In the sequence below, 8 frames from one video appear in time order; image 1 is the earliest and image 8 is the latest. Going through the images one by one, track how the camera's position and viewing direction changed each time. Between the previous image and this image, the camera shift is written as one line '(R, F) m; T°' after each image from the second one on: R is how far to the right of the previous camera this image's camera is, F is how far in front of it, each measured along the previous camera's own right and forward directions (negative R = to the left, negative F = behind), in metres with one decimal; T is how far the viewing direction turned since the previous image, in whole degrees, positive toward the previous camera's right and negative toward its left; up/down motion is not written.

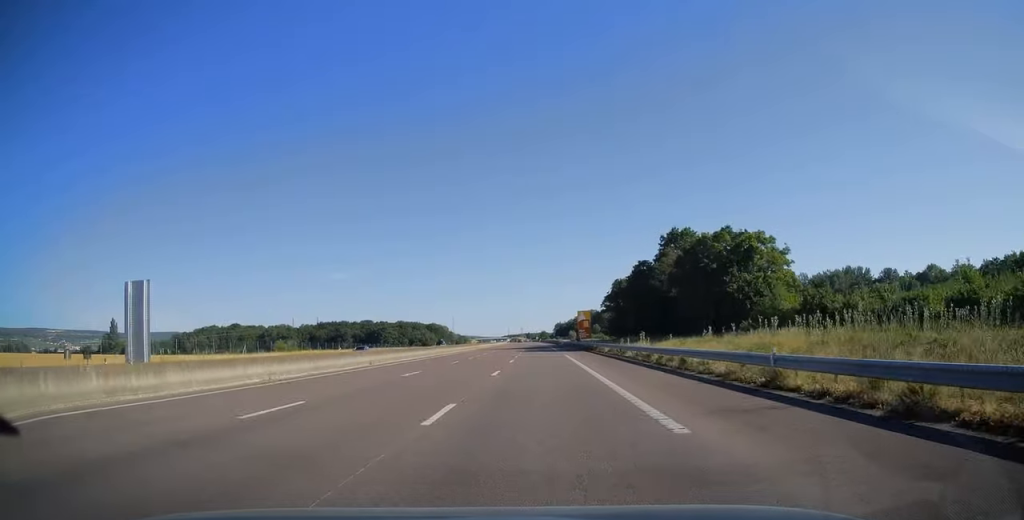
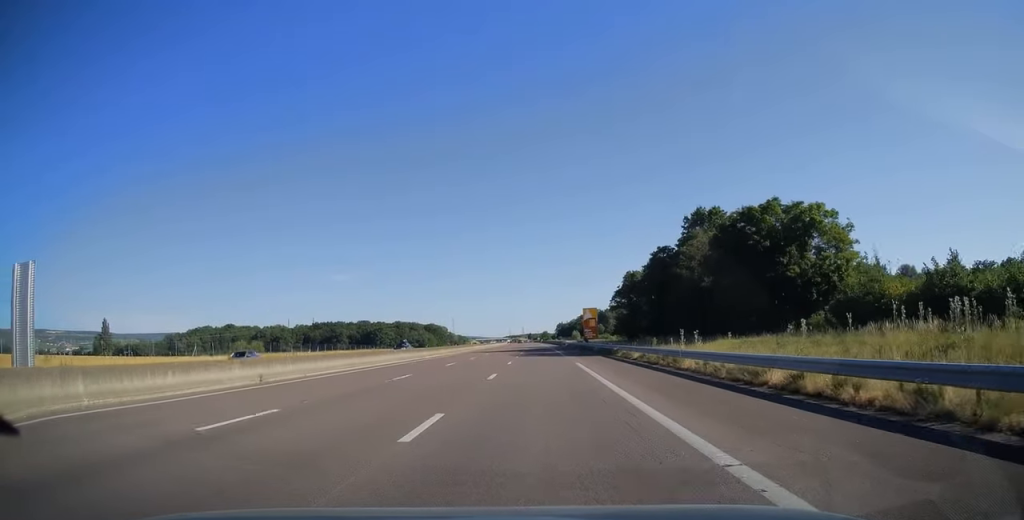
(0.0, +14.4) m; 0°
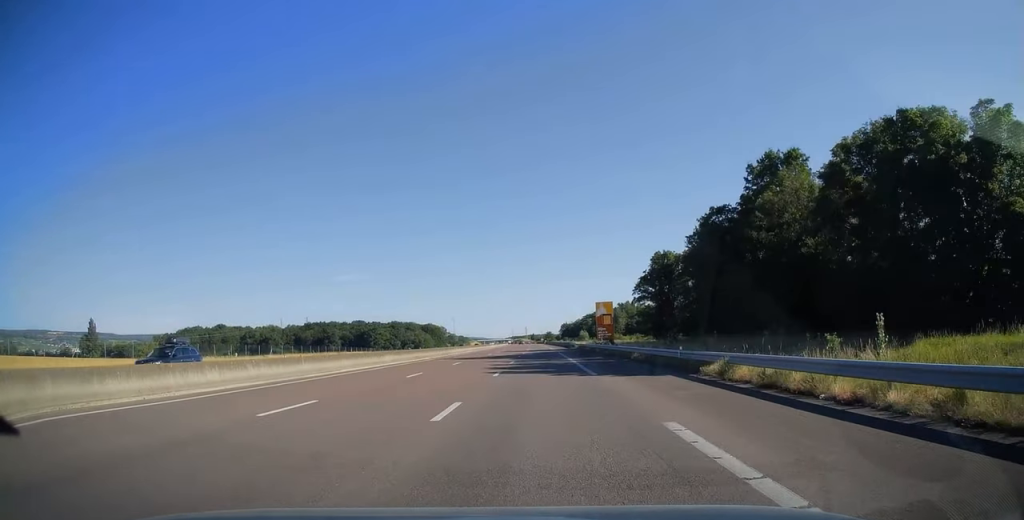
(0.0, +23.7) m; 0°
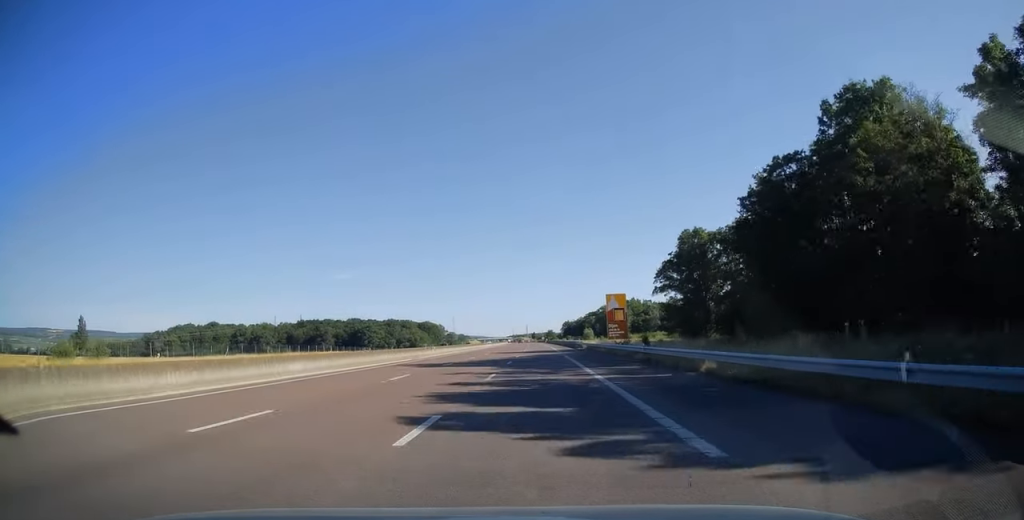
(0.0, +15.4) m; 0°
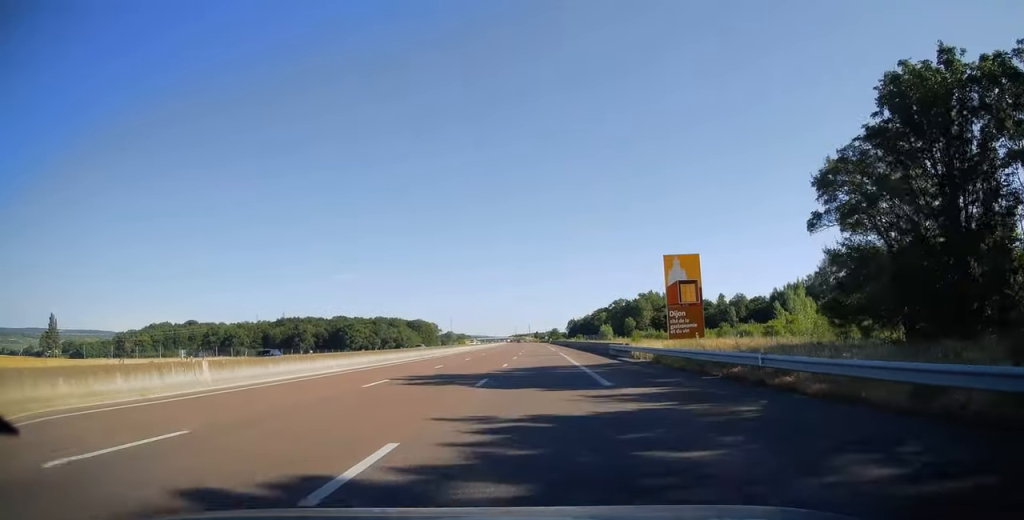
(-0.1, +41.7) m; 0°
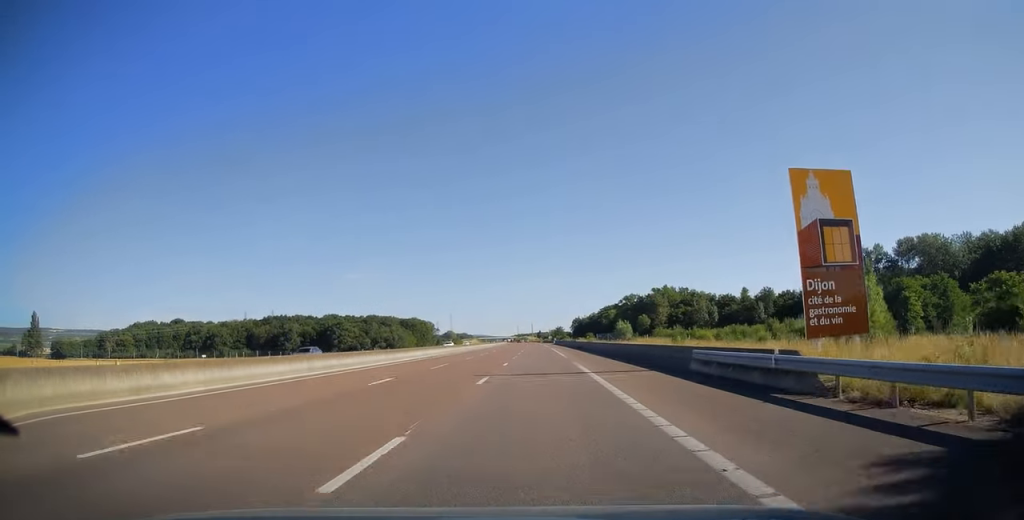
(-0.1, +25.2) m; 0°
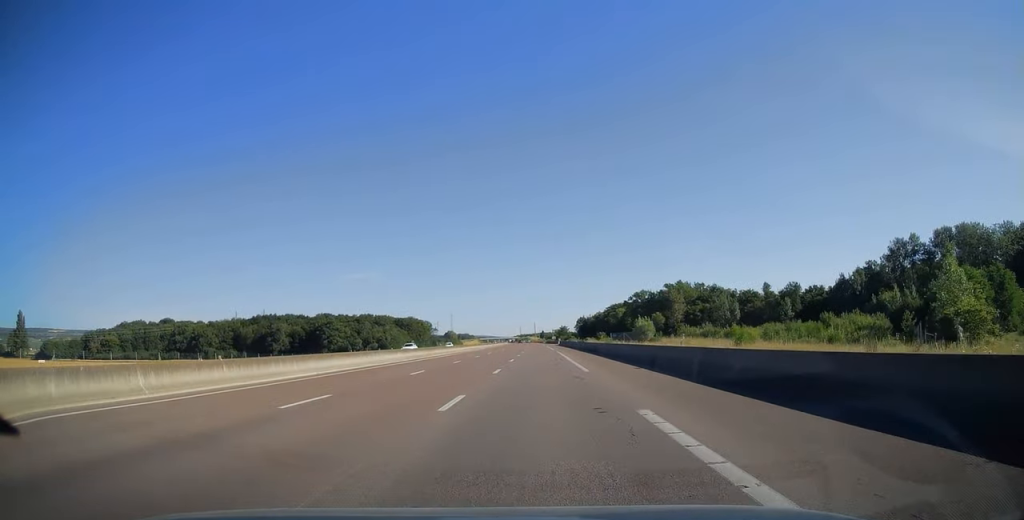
(-0.1, +19.6) m; 0°
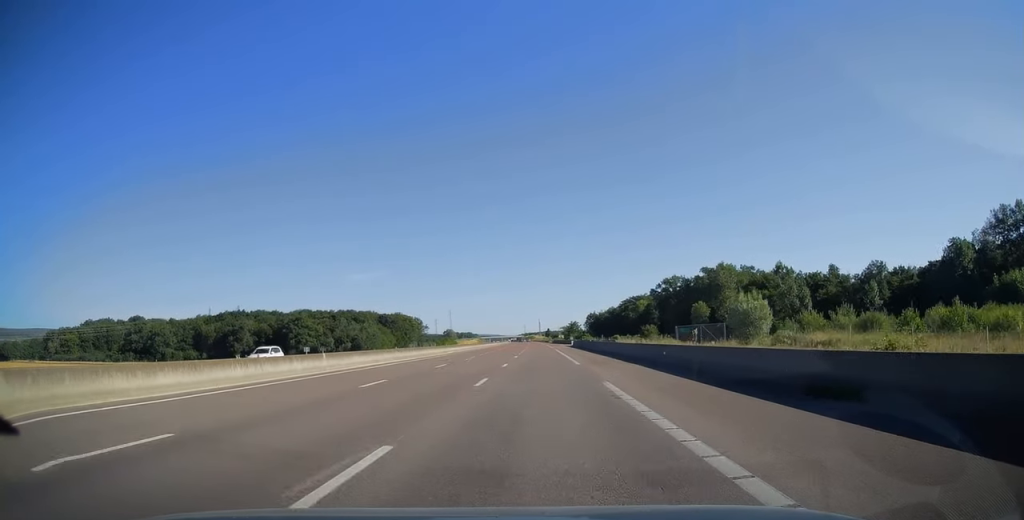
(-0.2, +45.7) m; -1°
